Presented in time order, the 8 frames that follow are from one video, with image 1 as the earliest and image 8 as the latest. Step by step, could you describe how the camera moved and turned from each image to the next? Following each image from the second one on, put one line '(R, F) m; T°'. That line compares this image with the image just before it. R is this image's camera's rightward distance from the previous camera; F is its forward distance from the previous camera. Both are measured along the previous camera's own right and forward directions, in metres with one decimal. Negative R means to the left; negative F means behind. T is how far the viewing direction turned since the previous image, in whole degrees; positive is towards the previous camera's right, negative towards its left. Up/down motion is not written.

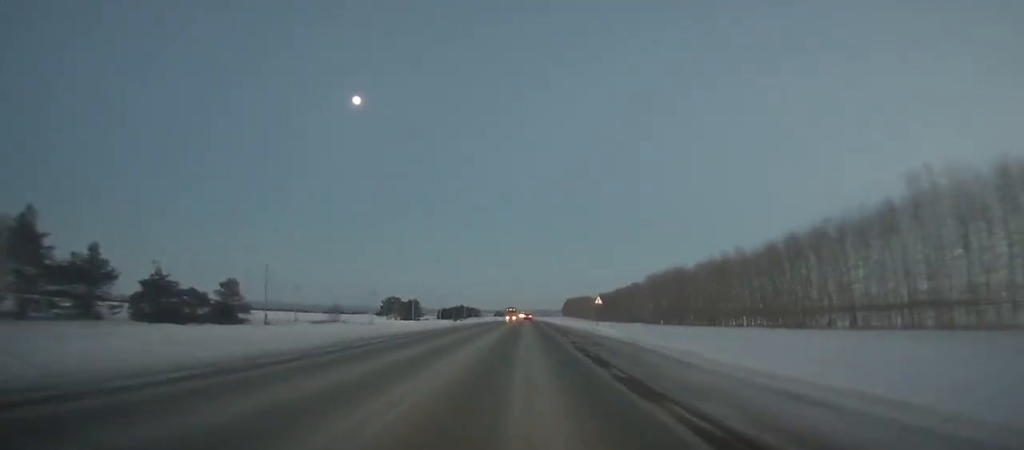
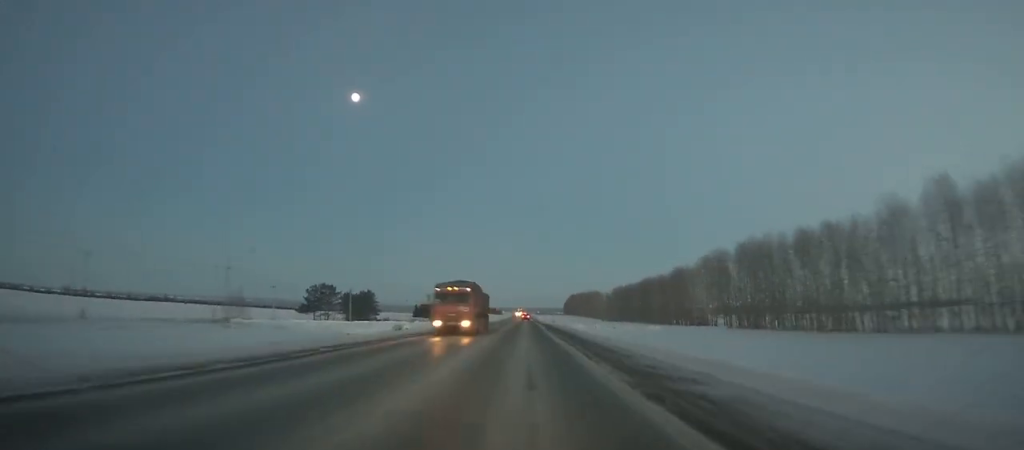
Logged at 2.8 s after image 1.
(-0.3, +71.5) m; 0°
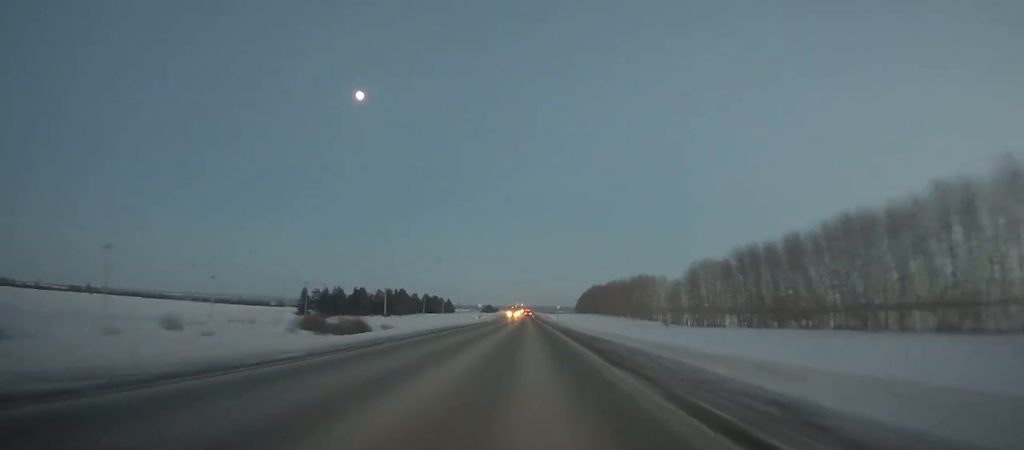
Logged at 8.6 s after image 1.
(+0.7, +149.0) m; +1°
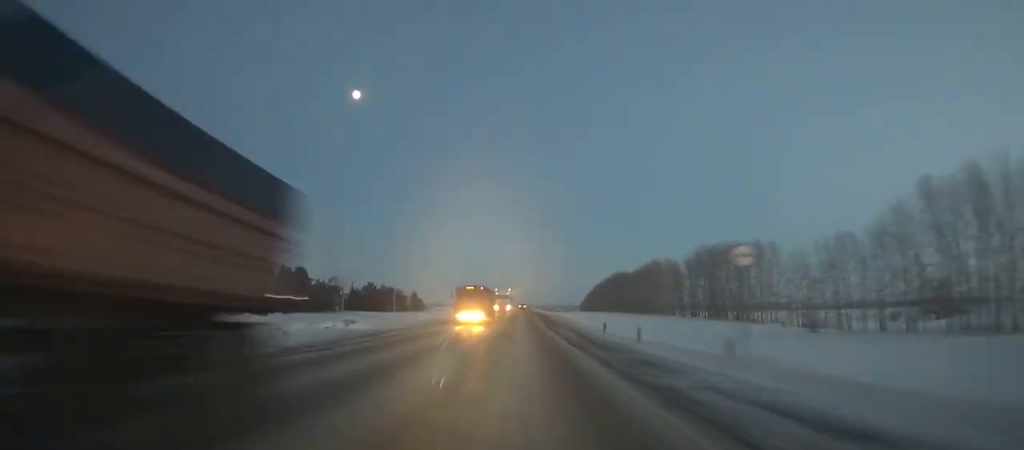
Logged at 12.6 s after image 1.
(+0.1, +102.5) m; 0°
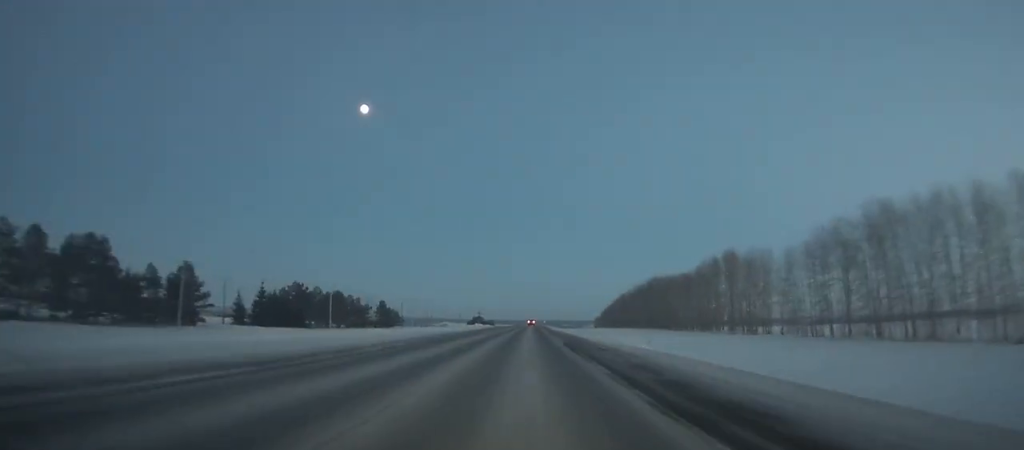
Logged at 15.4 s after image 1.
(-0.6, +71.6) m; 0°
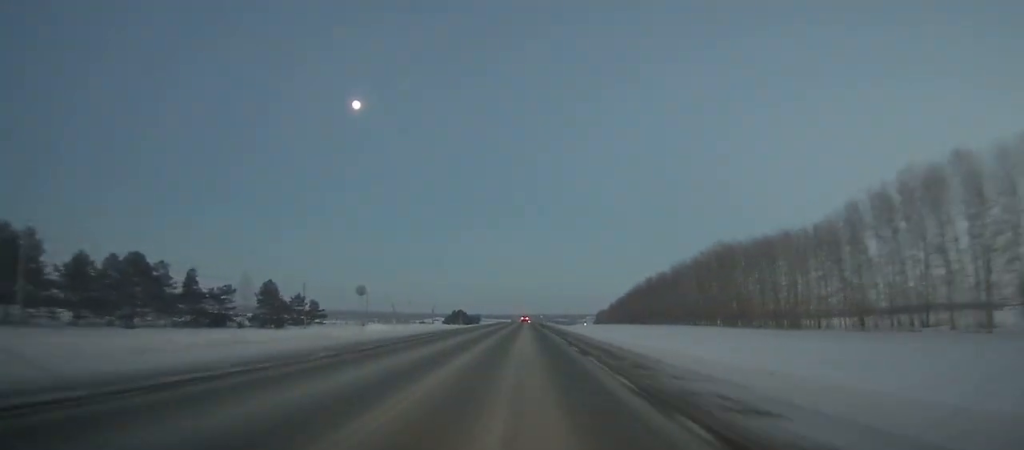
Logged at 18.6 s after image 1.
(+0.4, +82.3) m; +1°
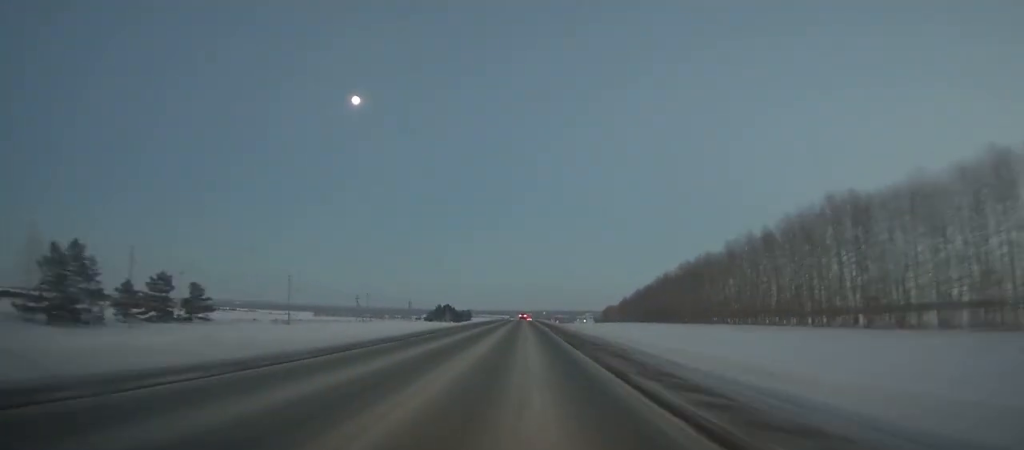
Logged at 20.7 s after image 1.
(+0.2, +54.8) m; 0°
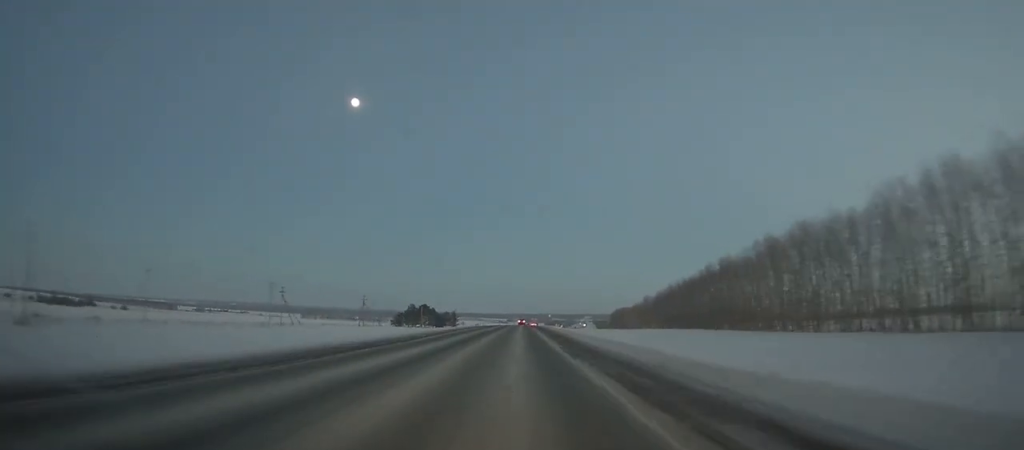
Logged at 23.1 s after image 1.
(0.0, +63.4) m; 0°
